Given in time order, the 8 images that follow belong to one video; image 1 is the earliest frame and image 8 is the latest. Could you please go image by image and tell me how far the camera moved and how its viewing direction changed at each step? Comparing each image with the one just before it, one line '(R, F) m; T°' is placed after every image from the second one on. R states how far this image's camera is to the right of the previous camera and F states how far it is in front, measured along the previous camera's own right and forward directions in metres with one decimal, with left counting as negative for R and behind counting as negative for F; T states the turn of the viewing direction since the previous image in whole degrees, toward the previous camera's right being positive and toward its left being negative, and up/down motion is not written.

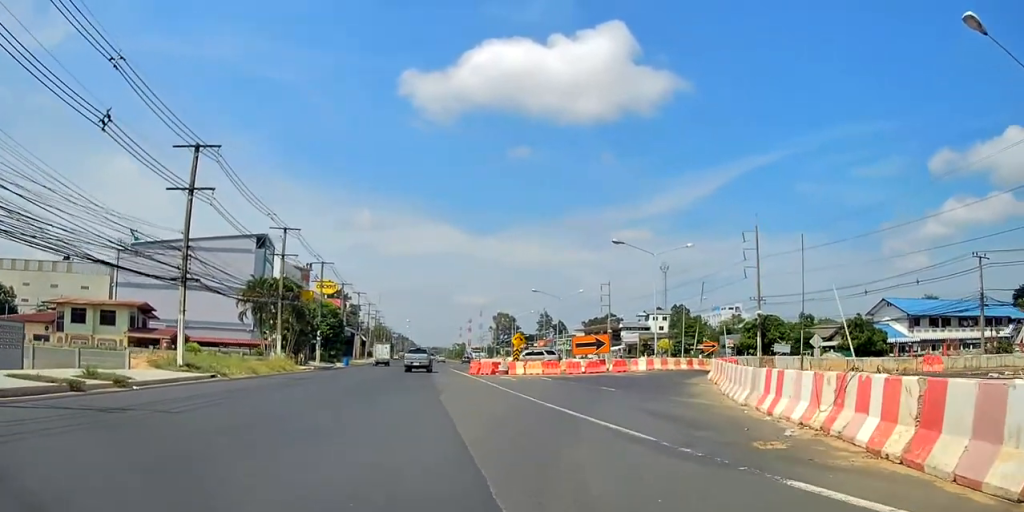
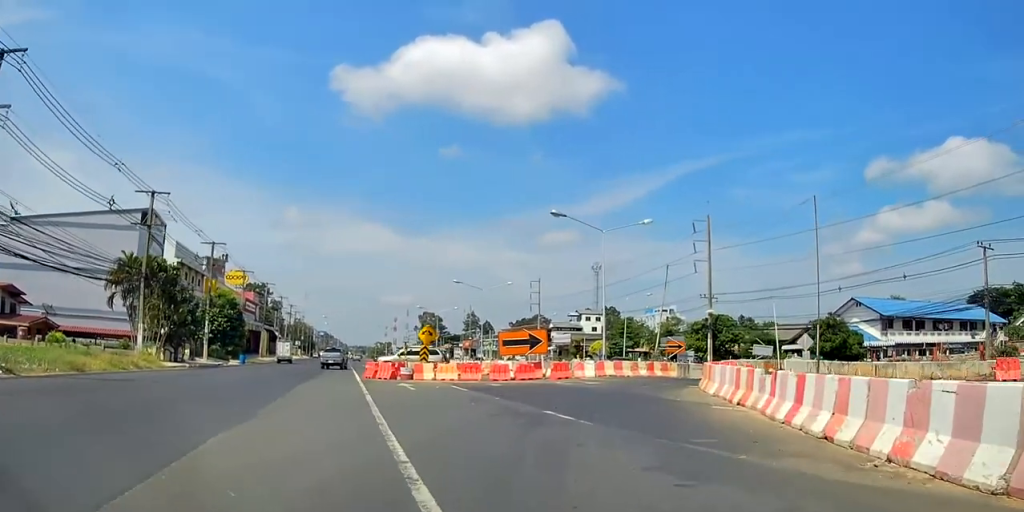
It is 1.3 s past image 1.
(+0.5, +13.3) m; +4°
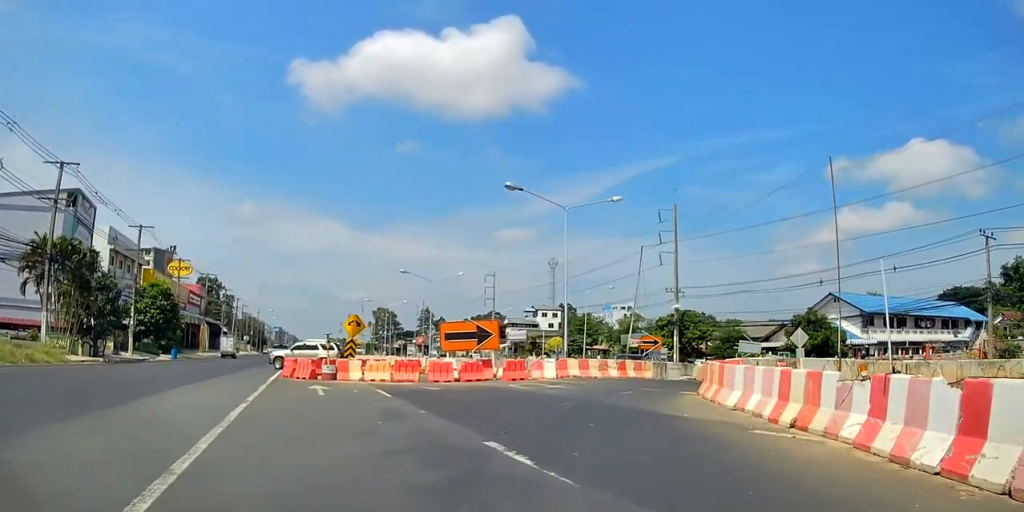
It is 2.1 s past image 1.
(+0.2, +7.1) m; +1°
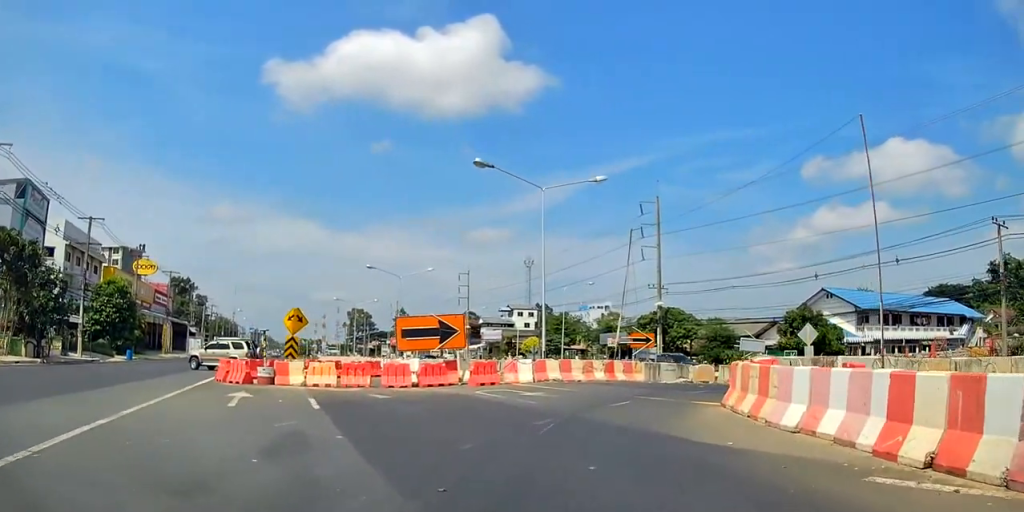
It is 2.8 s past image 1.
(0.0, +5.3) m; +3°
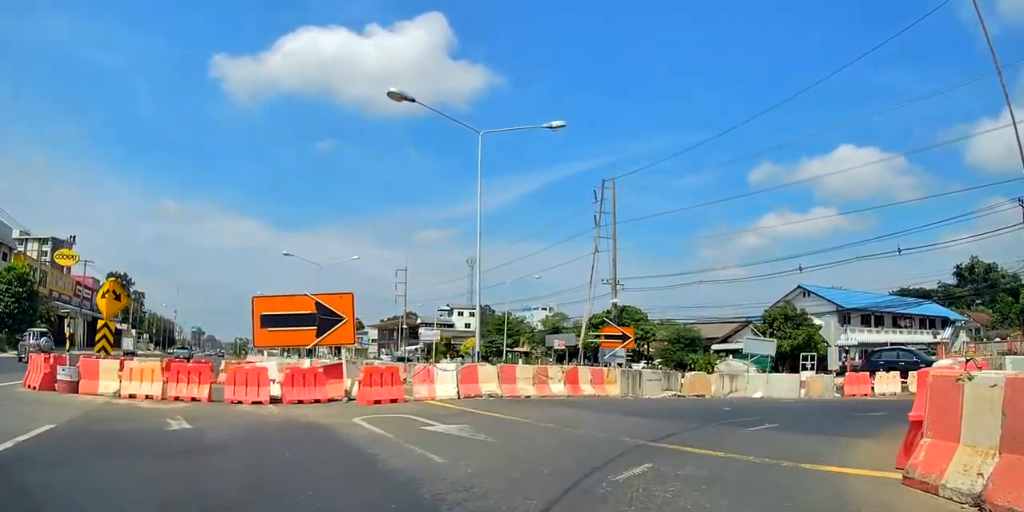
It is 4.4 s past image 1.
(+1.1, +12.3) m; +11°
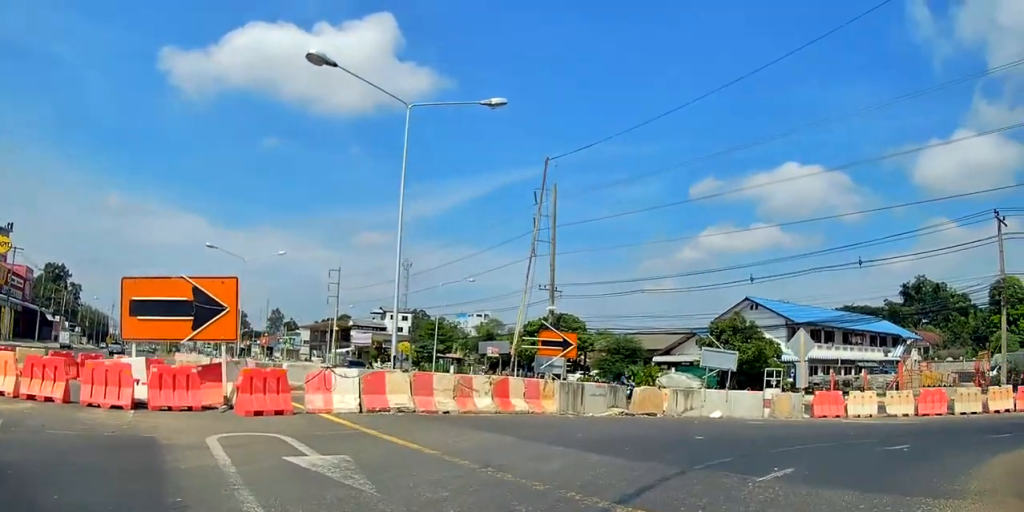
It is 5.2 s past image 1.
(+0.3, +5.4) m; 0°
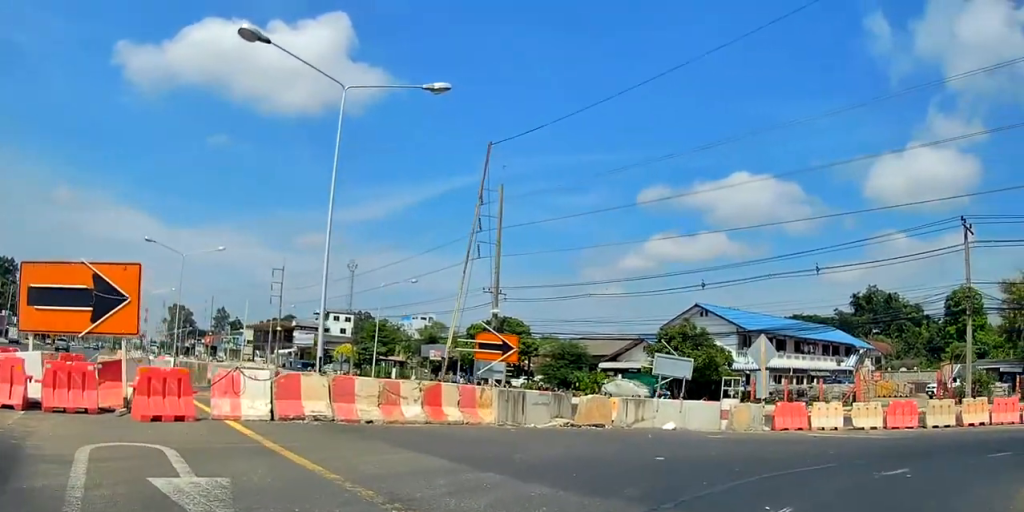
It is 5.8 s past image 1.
(-0.2, +2.7) m; -1°
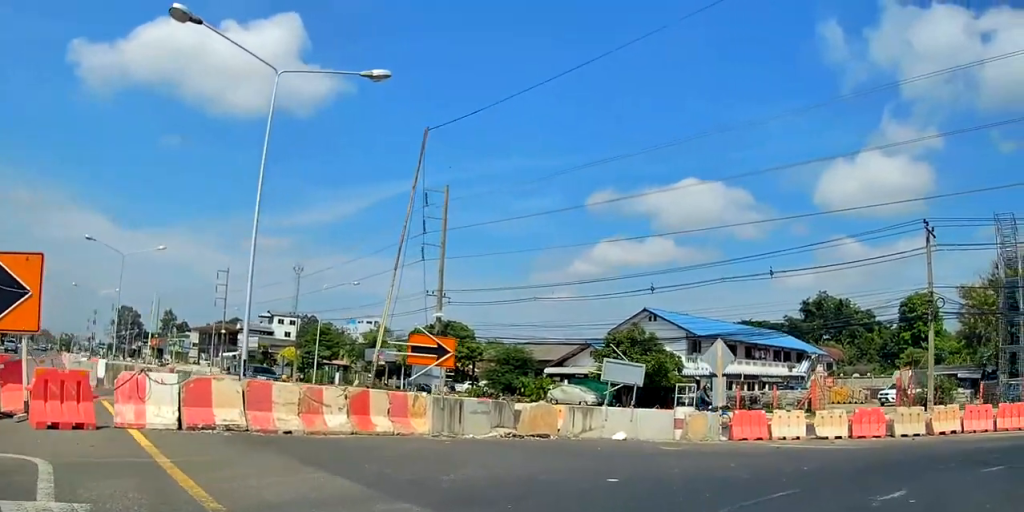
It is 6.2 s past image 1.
(-0.1, +2.1) m; 0°
